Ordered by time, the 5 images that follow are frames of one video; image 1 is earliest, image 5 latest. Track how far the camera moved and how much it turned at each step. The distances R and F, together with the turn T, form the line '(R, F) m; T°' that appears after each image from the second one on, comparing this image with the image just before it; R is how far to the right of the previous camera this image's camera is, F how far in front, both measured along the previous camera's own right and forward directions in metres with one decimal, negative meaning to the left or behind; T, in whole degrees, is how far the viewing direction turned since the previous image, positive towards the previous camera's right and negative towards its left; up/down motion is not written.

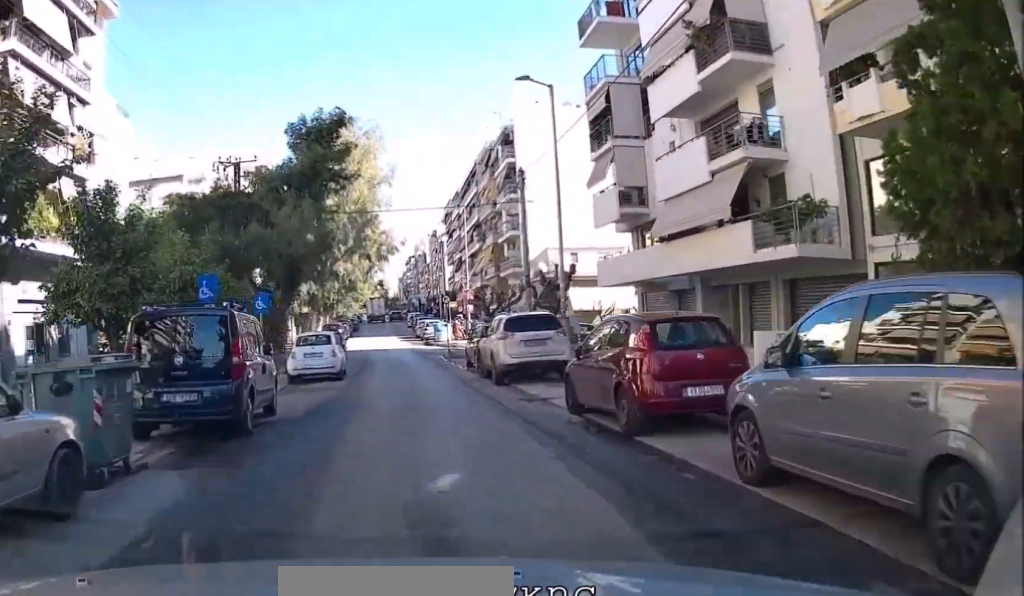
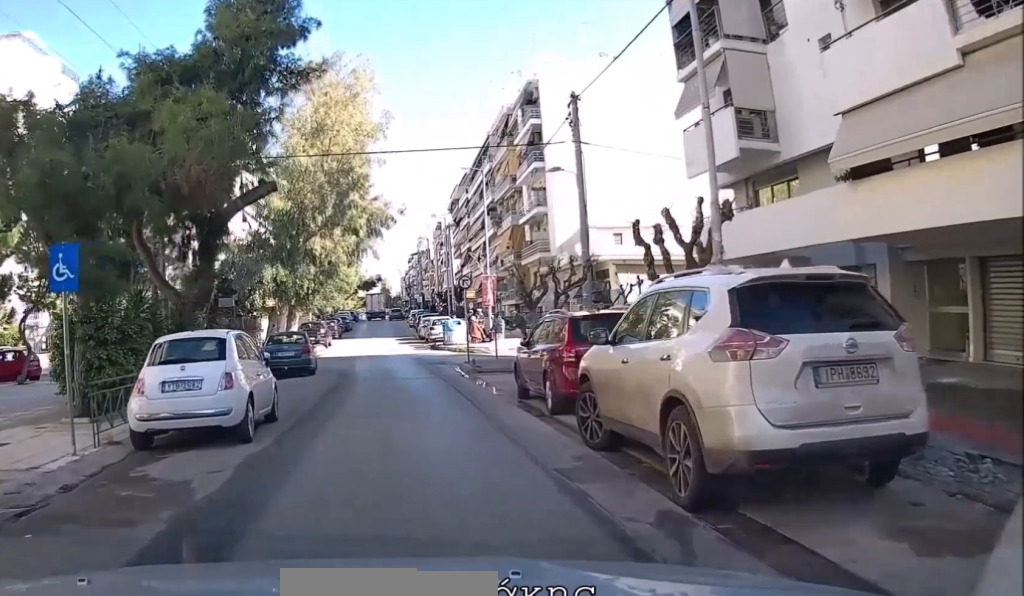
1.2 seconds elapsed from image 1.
(-0.1, +13.5) m; -2°
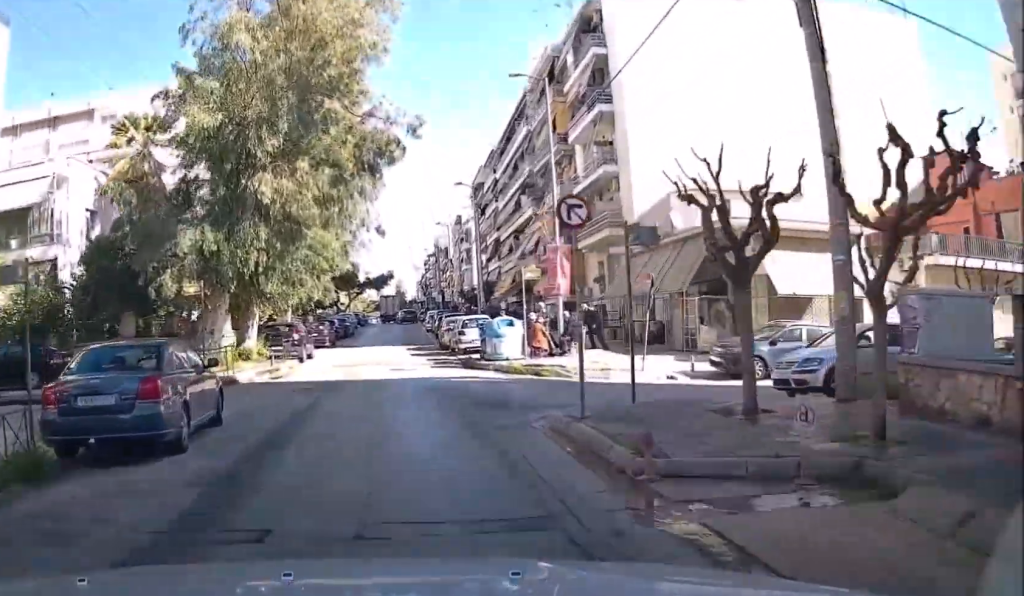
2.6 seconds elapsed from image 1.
(-0.3, +15.8) m; 0°
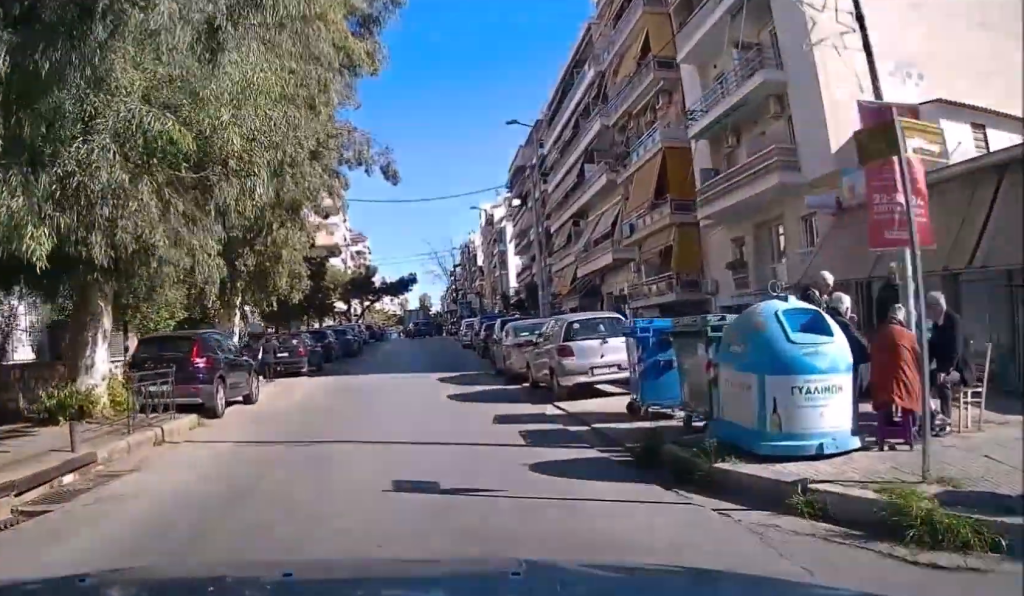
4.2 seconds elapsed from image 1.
(+0.3, +16.7) m; -1°
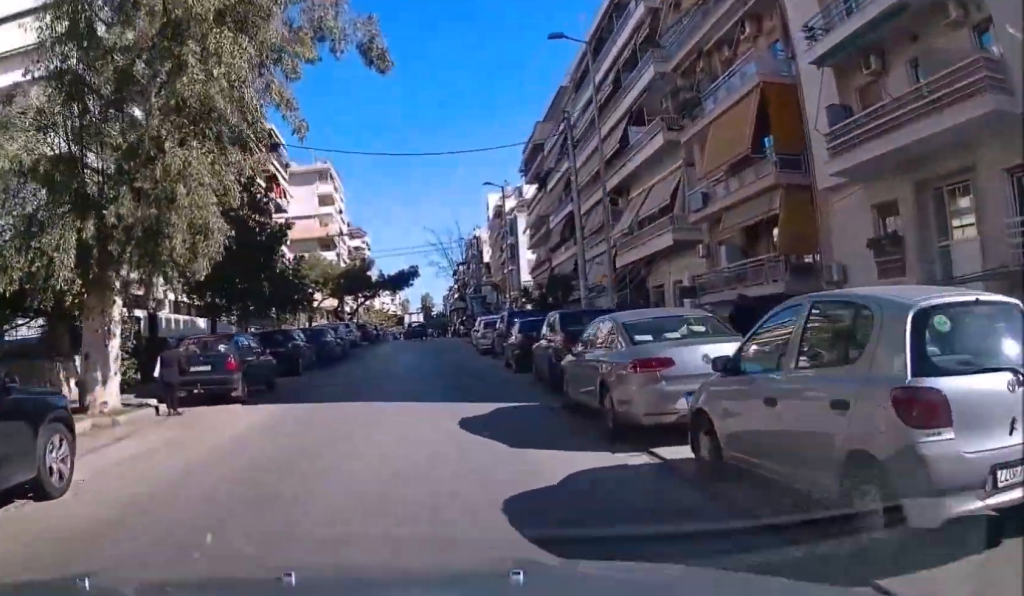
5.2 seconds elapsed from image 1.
(-0.3, +9.9) m; -2°
